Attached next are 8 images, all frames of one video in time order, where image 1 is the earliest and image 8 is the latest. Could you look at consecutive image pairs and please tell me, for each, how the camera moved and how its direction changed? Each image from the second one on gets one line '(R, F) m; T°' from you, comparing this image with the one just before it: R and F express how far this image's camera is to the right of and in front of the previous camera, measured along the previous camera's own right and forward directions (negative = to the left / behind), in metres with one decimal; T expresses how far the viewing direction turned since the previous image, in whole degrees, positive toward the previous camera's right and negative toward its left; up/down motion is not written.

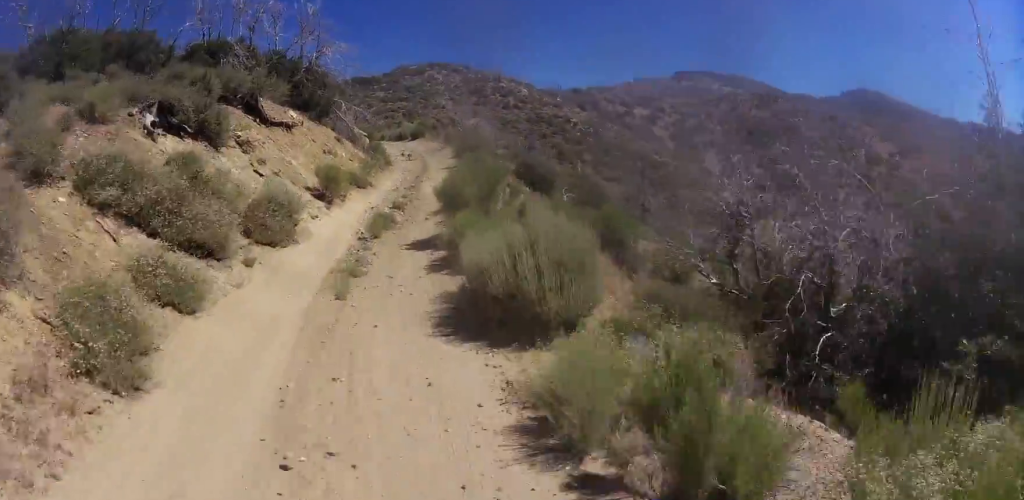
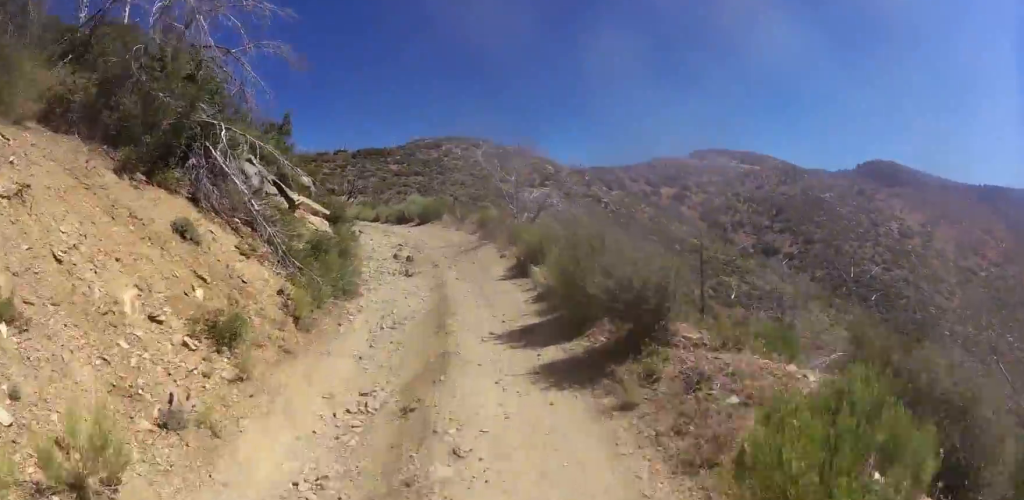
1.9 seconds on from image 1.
(-3.5, +15.3) m; -20°
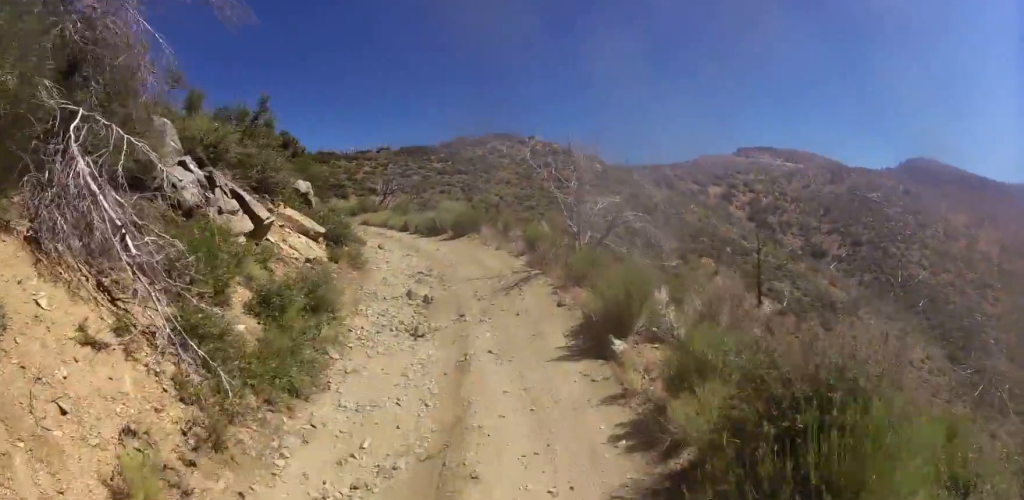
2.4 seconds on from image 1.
(0.0, +4.8) m; 0°
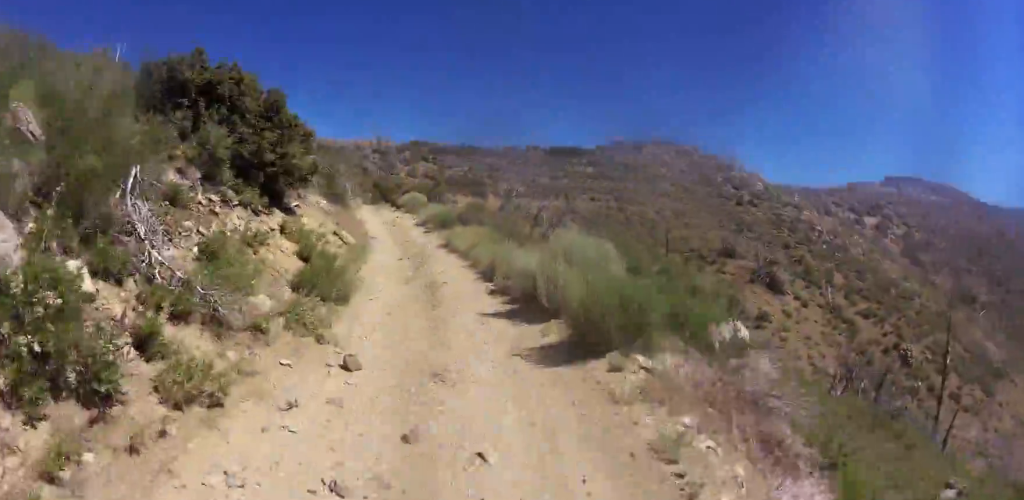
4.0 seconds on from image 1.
(0.0, +14.3) m; 0°
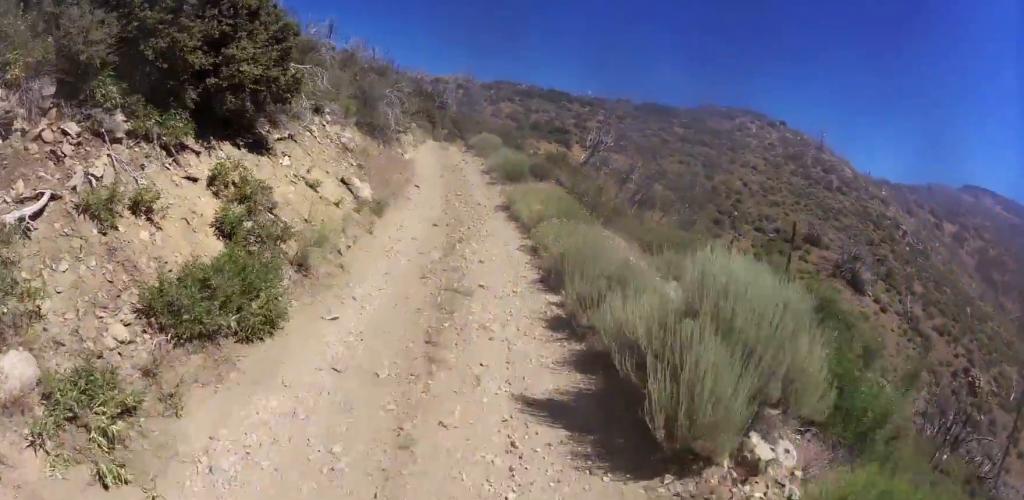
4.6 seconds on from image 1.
(0.0, +5.5) m; -1°
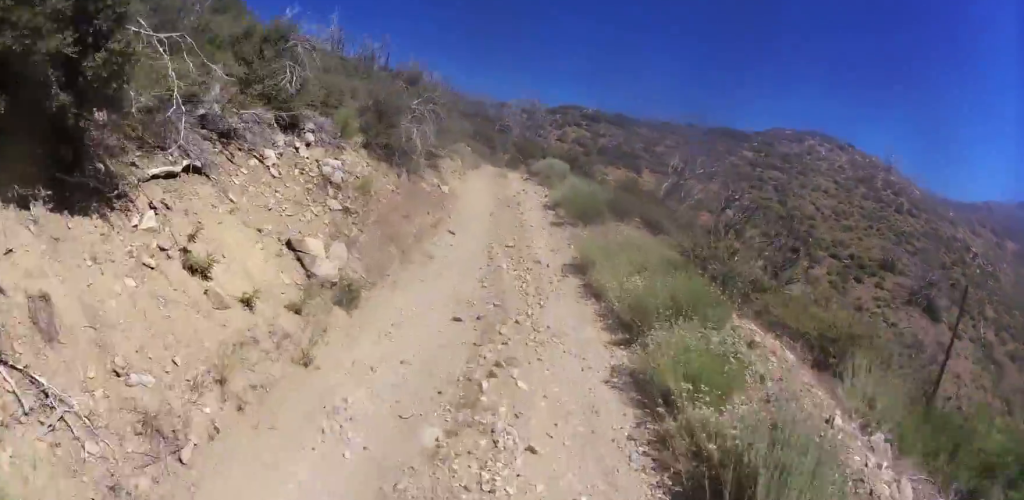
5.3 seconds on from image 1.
(-0.1, +5.4) m; -5°
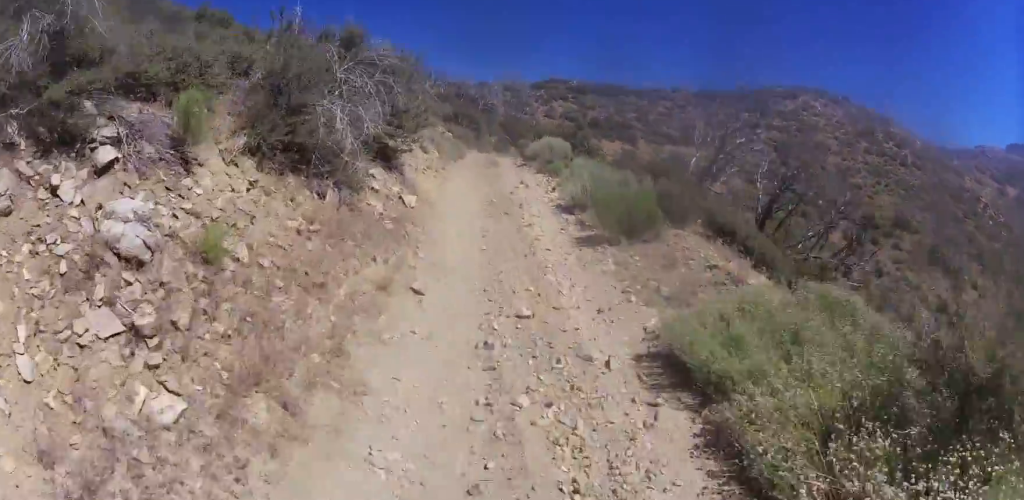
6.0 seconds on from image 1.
(-0.2, +5.3) m; -6°
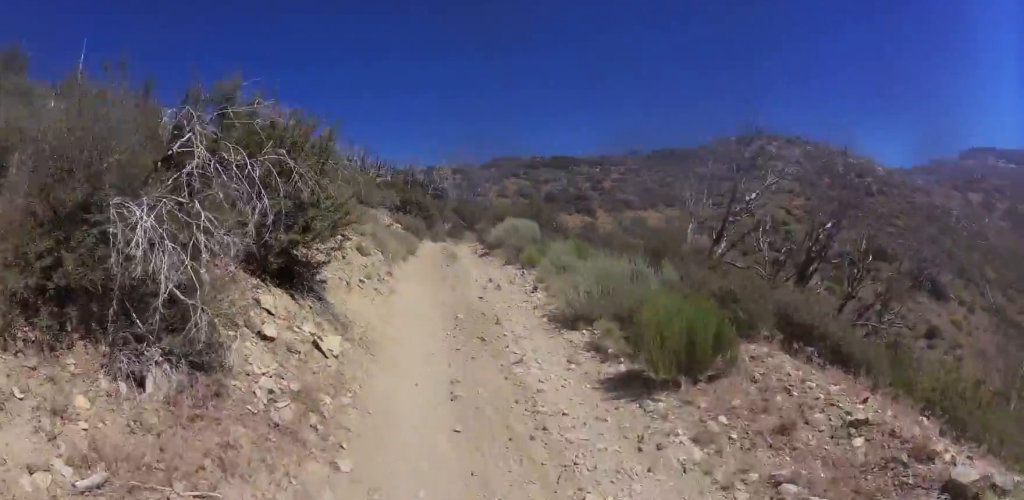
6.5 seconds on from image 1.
(-0.3, +3.9) m; -5°
